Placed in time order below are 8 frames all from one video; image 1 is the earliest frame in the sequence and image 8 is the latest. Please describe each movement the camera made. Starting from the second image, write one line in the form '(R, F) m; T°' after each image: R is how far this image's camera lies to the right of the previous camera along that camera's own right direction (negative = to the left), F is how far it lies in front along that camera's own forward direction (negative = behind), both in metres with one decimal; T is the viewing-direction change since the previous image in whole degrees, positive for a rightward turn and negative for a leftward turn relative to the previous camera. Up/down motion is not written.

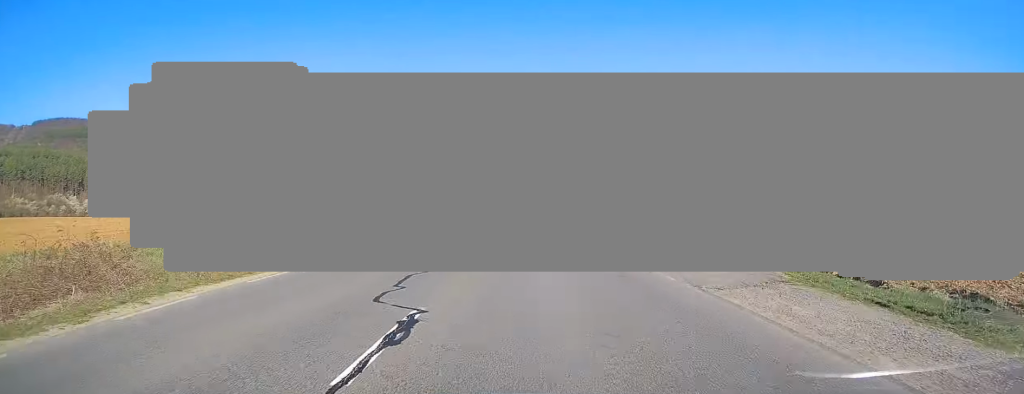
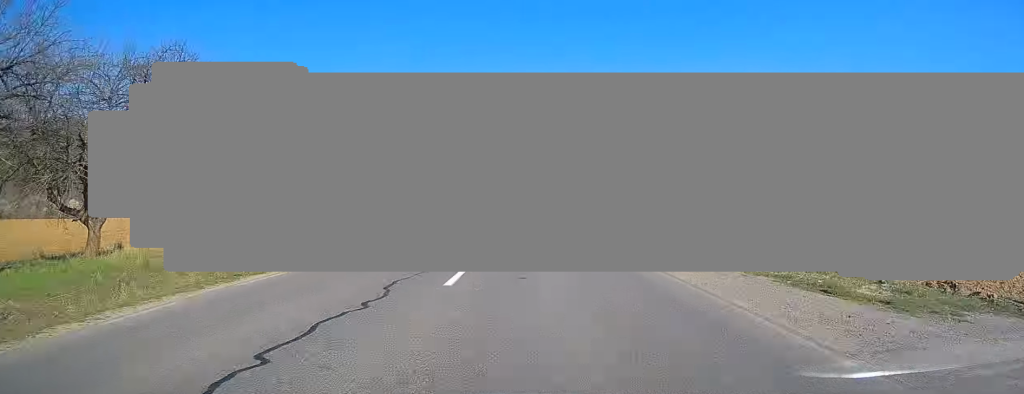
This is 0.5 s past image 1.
(0.0, +12.5) m; 0°
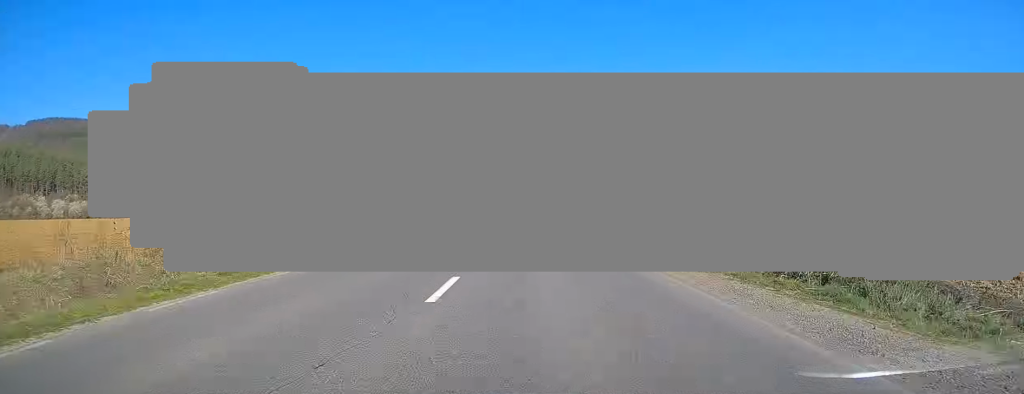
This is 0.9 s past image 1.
(+0.1, +10.9) m; 0°
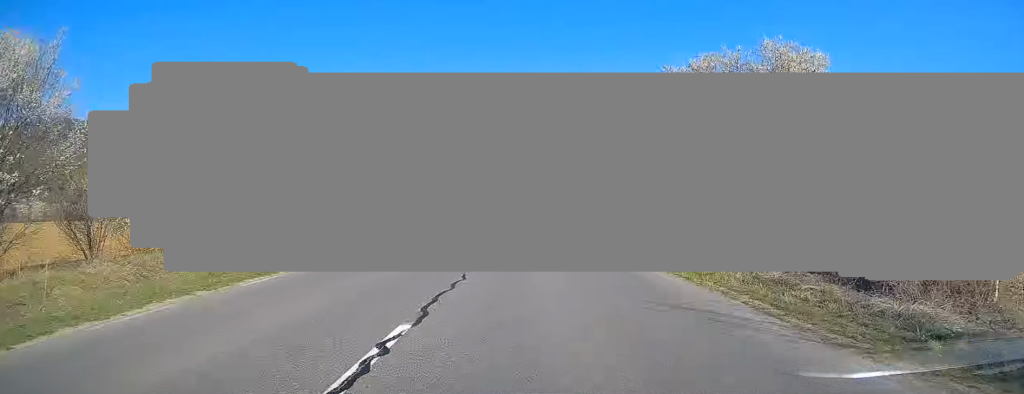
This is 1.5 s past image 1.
(0.0, +13.4) m; 0°
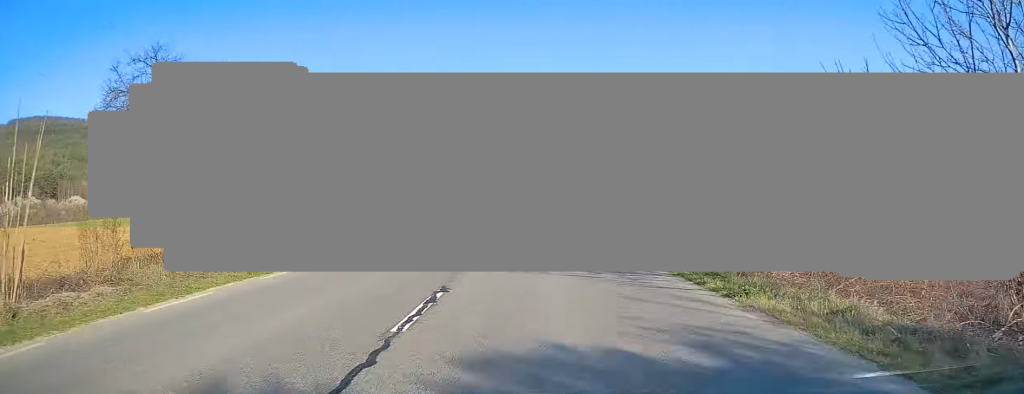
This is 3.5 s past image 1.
(-0.2, +51.1) m; 0°
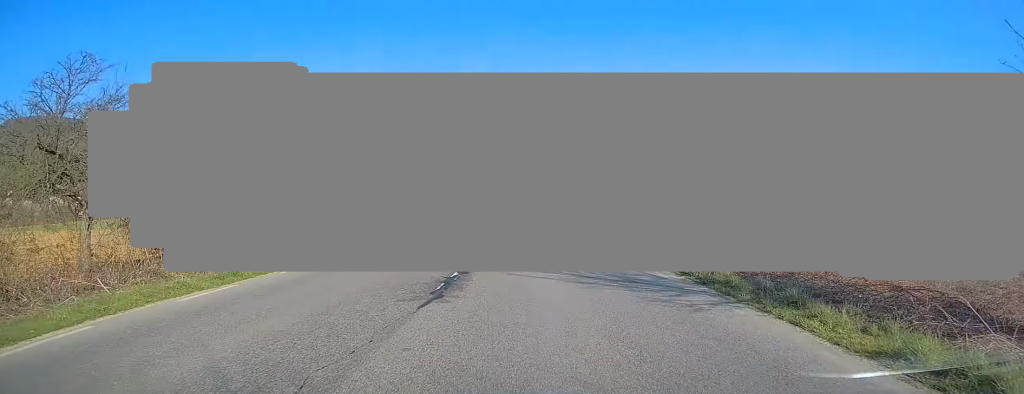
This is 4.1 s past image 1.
(0.0, +15.1) m; 0°
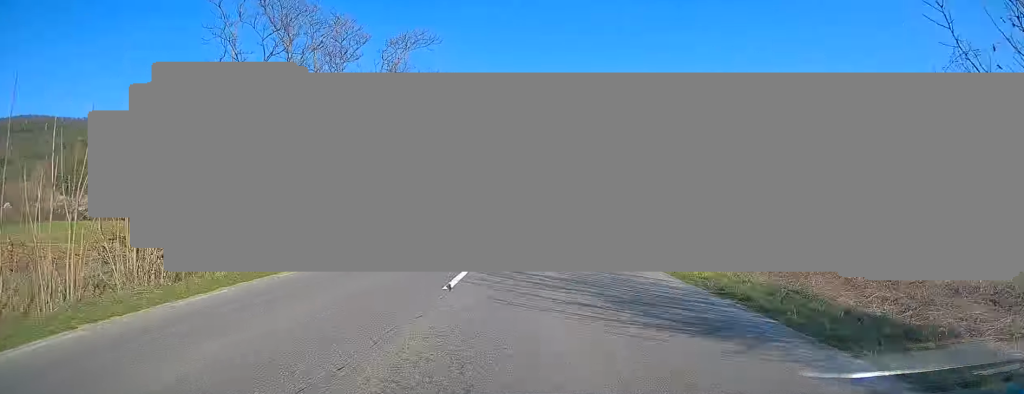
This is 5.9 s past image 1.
(-0.1, +44.5) m; 0°
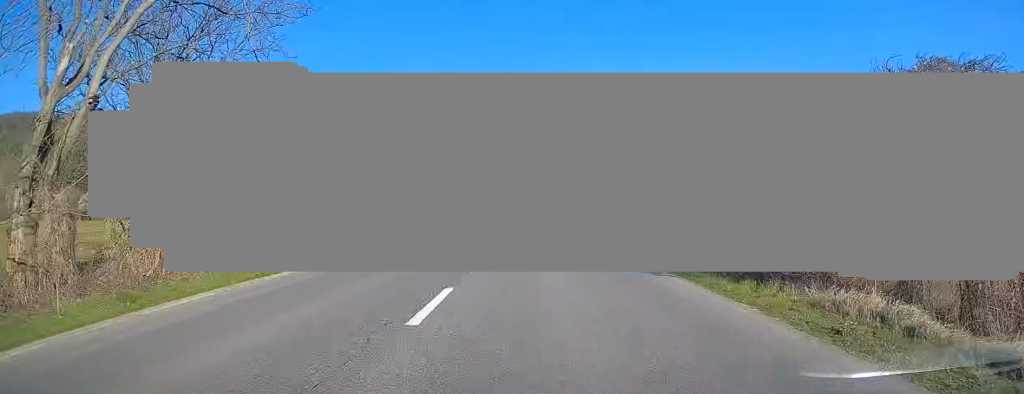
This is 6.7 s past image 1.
(0.0, +21.0) m; 0°
